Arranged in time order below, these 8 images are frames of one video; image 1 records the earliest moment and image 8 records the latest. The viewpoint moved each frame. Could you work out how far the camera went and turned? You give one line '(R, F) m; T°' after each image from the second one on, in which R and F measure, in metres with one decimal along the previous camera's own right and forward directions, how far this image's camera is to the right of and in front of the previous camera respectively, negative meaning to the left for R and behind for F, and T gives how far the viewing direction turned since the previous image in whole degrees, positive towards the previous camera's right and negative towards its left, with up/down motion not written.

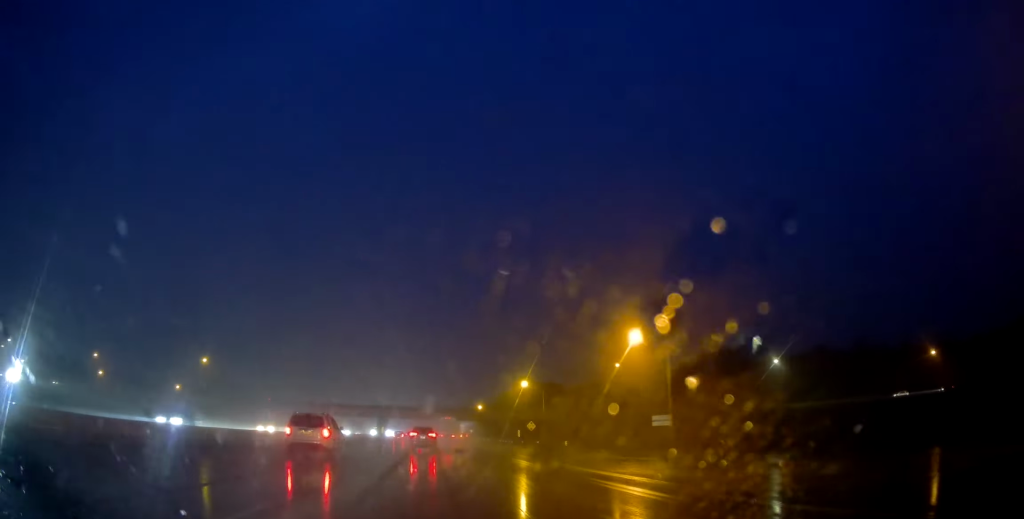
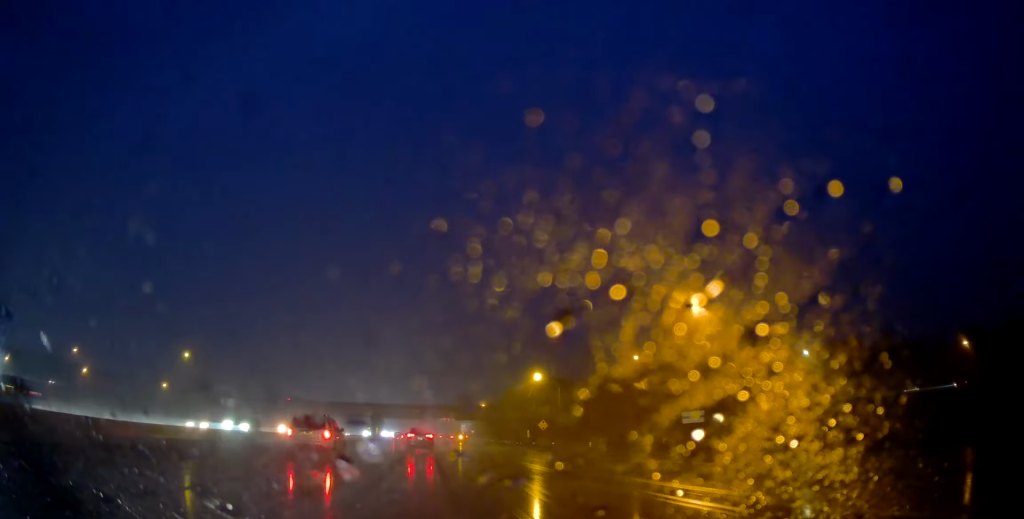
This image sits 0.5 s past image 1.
(0.0, +11.2) m; 0°
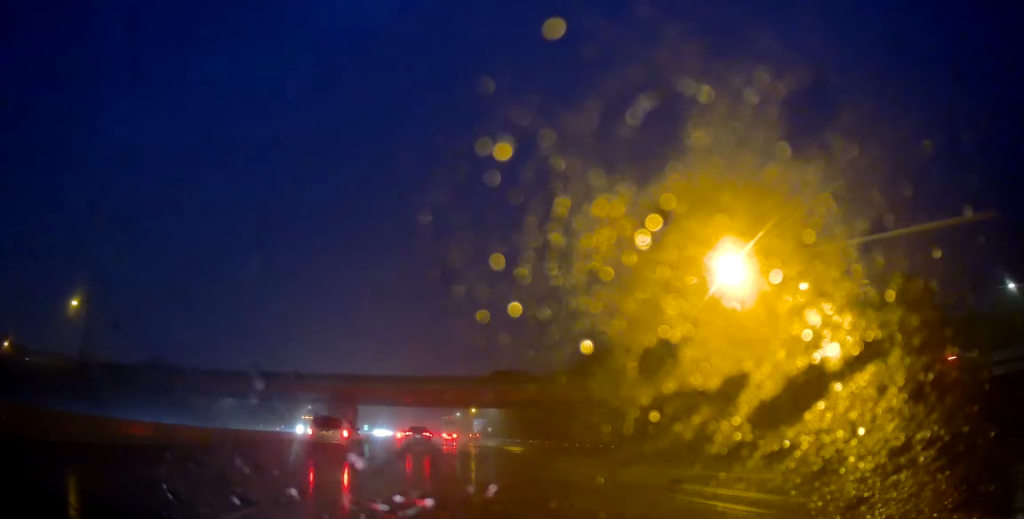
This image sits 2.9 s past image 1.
(0.0, +48.5) m; 0°
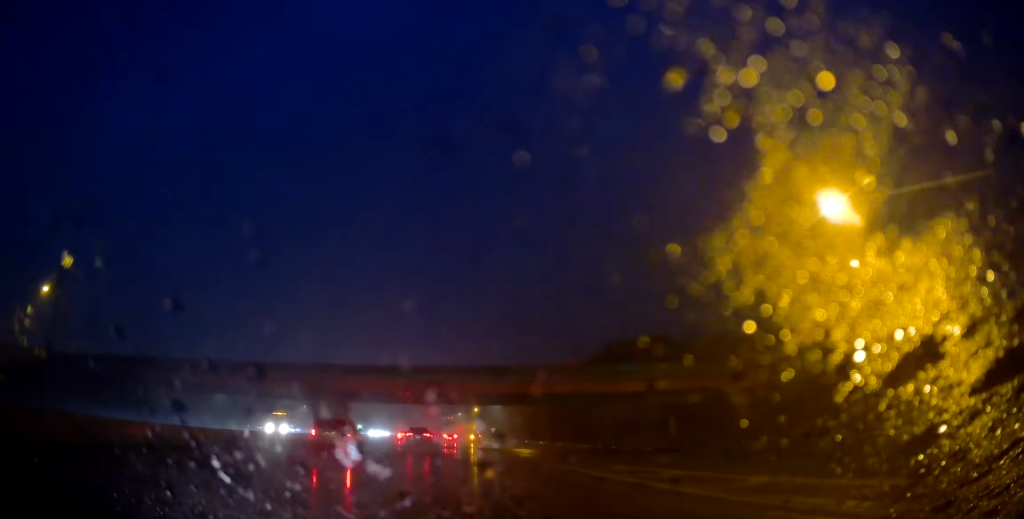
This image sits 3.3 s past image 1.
(0.0, +8.4) m; 0°
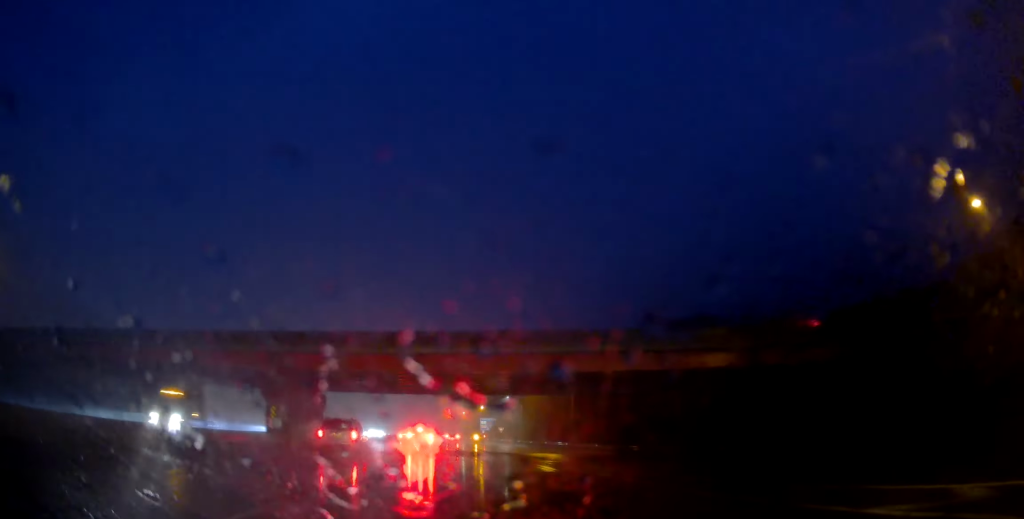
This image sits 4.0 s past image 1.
(0.0, +15.5) m; 0°
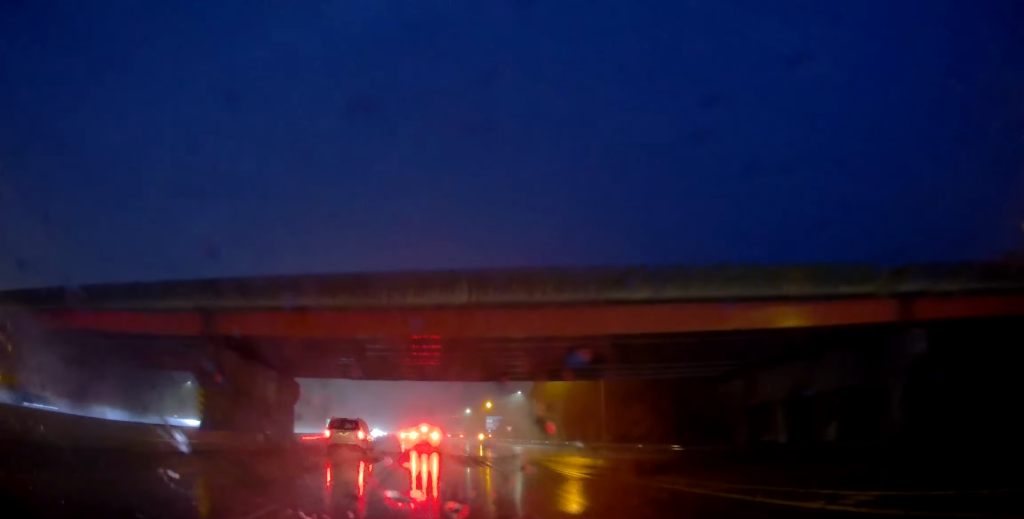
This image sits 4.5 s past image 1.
(0.0, +11.4) m; 0°
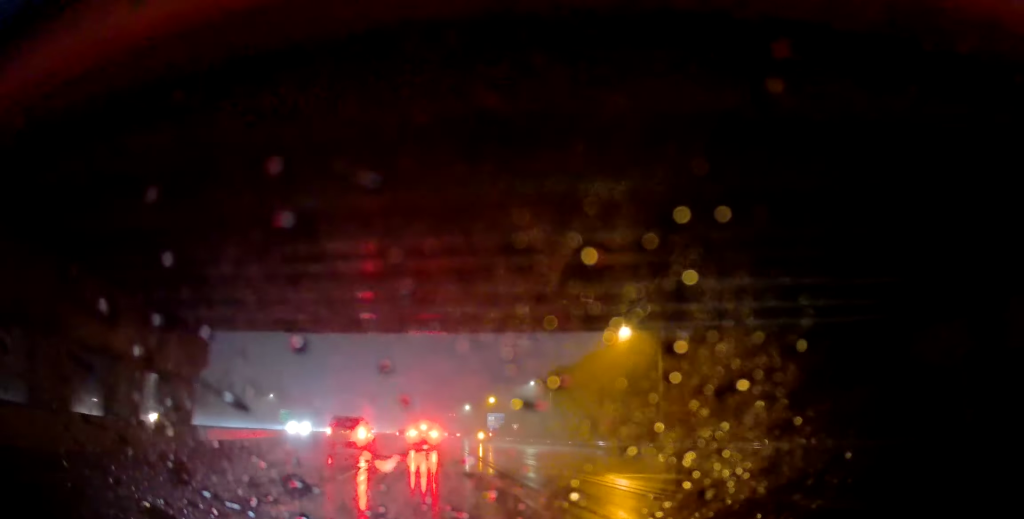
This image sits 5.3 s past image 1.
(0.0, +16.4) m; 0°
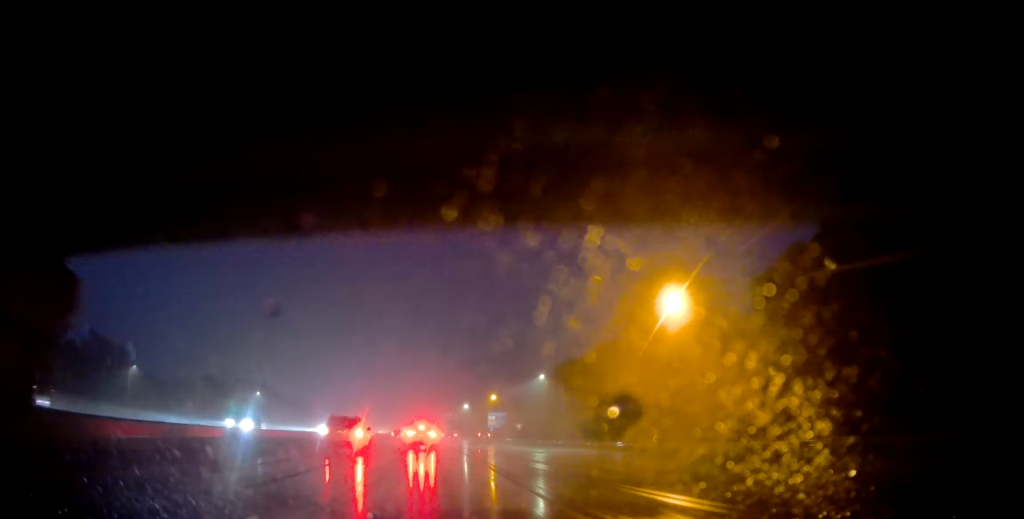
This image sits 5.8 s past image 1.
(0.0, +10.7) m; 0°
